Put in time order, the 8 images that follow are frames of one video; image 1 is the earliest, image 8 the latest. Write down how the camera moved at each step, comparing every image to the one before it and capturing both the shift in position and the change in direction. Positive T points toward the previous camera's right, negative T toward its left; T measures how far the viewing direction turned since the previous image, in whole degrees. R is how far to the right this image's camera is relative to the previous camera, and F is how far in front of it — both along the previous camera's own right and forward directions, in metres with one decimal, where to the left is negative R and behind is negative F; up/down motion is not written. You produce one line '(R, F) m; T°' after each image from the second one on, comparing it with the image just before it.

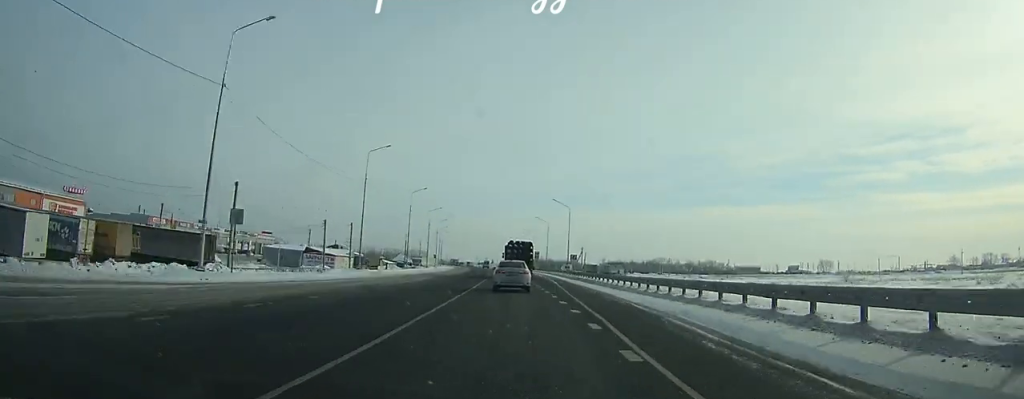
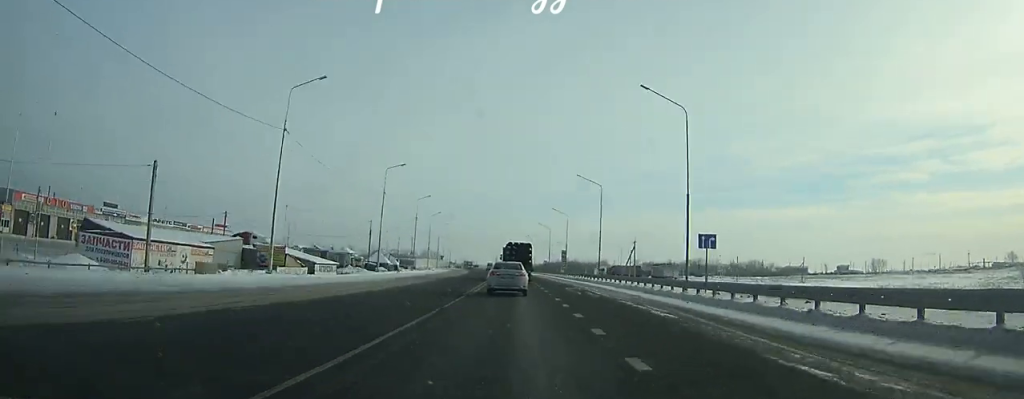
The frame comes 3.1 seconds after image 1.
(-0.9, +51.3) m; -2°
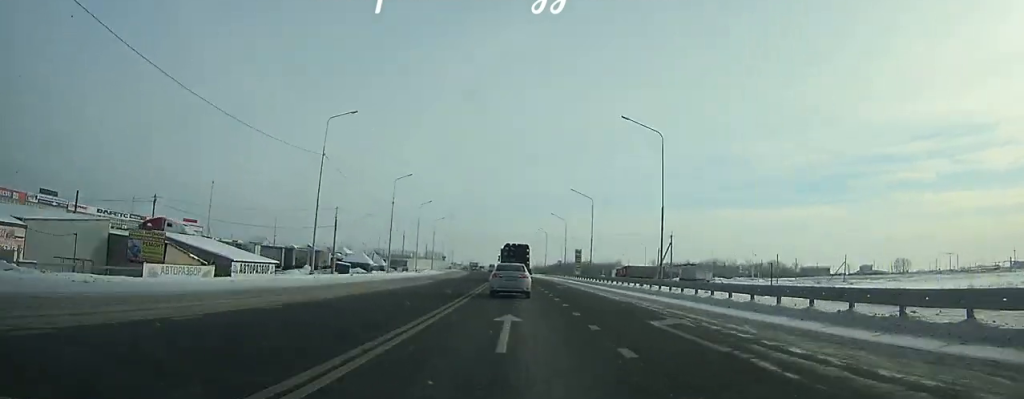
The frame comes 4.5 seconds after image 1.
(-0.2, +22.5) m; -1°
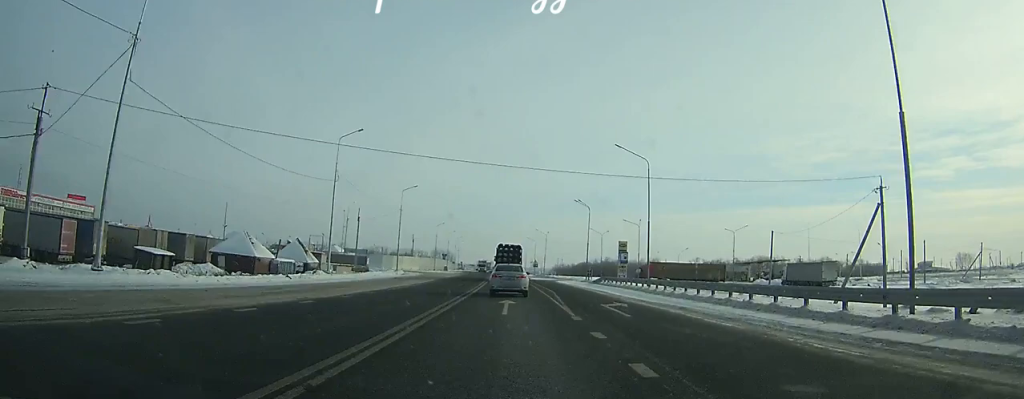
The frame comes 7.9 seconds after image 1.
(-0.9, +53.4) m; -2°
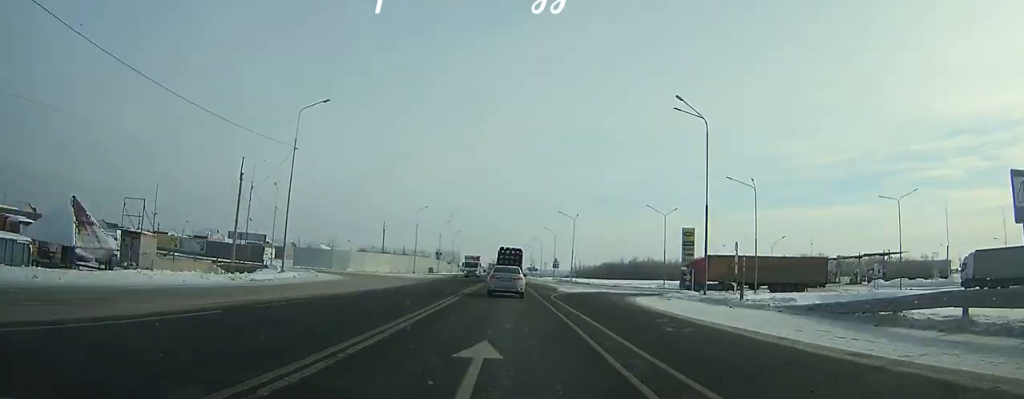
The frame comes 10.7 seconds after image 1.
(-0.5, +42.8) m; -1°
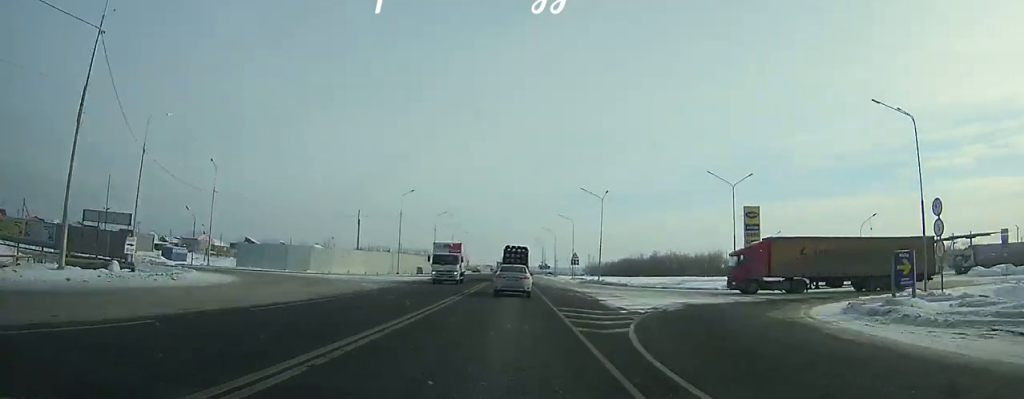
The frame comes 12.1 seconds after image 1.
(-0.1, +21.0) m; 0°
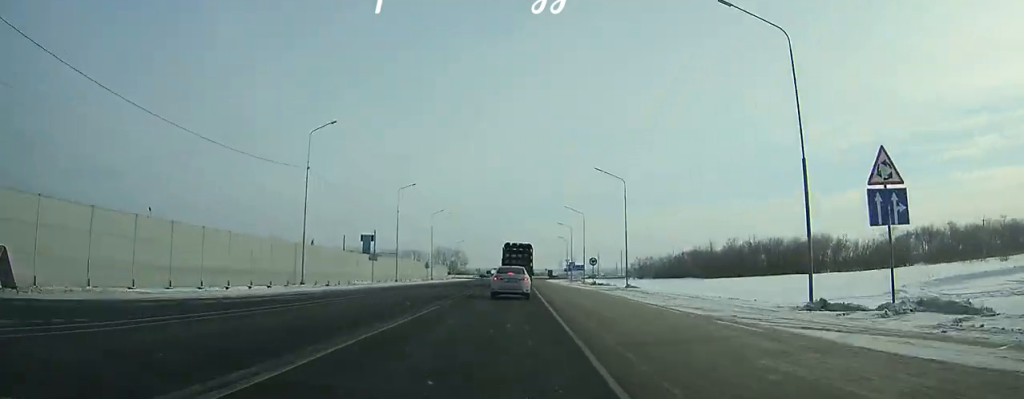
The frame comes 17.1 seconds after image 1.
(-0.7, +68.9) m; -1°
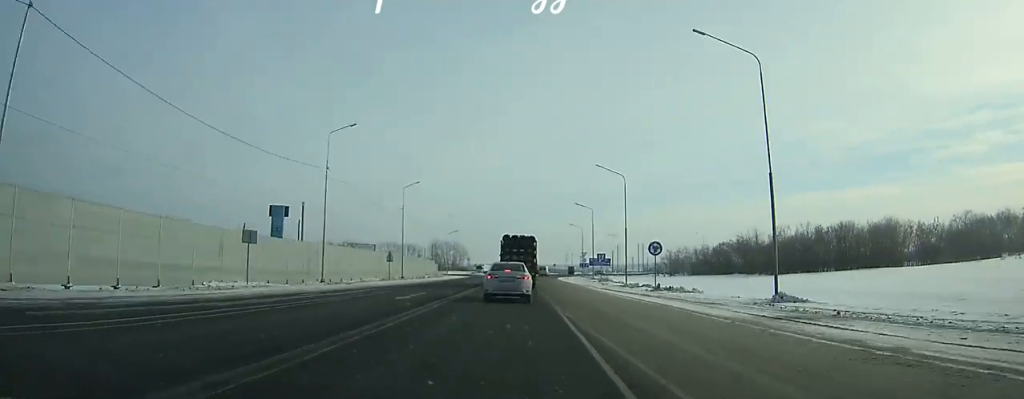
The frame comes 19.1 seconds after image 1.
(-0.1, +24.5) m; 0°
